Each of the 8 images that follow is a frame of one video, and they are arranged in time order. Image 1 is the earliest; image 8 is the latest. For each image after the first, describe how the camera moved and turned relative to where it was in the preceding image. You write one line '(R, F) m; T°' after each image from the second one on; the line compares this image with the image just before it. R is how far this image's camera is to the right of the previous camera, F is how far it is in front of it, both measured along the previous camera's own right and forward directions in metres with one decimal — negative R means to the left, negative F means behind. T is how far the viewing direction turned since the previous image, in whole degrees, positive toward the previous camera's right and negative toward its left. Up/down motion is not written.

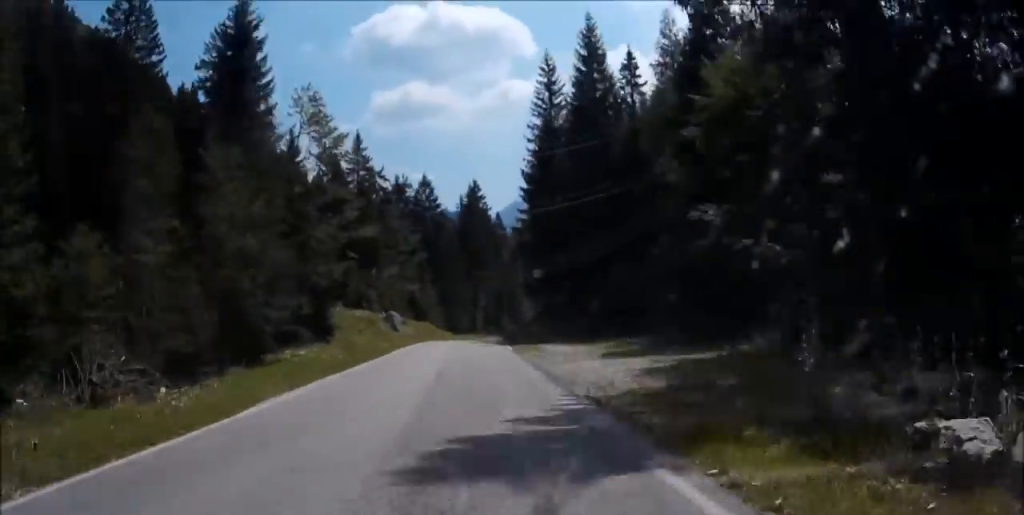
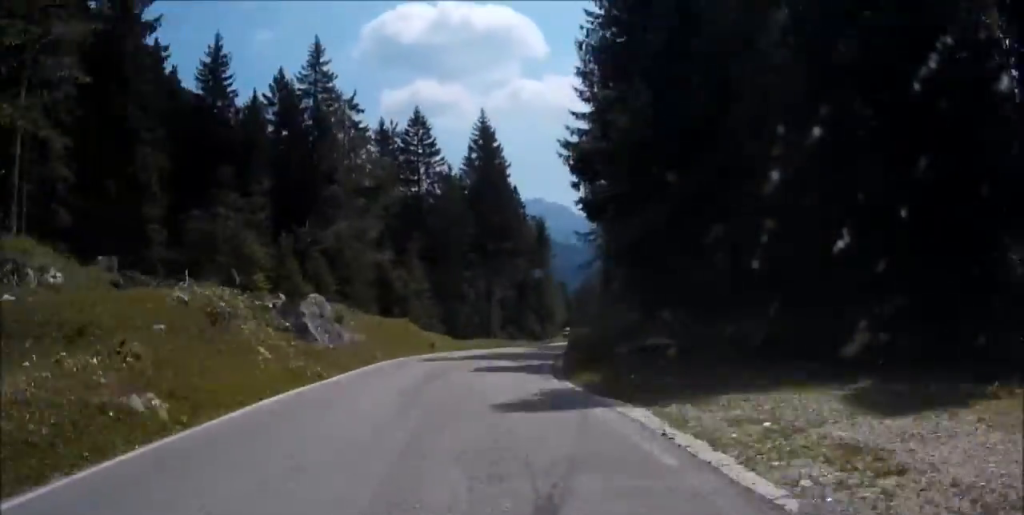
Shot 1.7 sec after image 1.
(0.0, +23.4) m; +2°
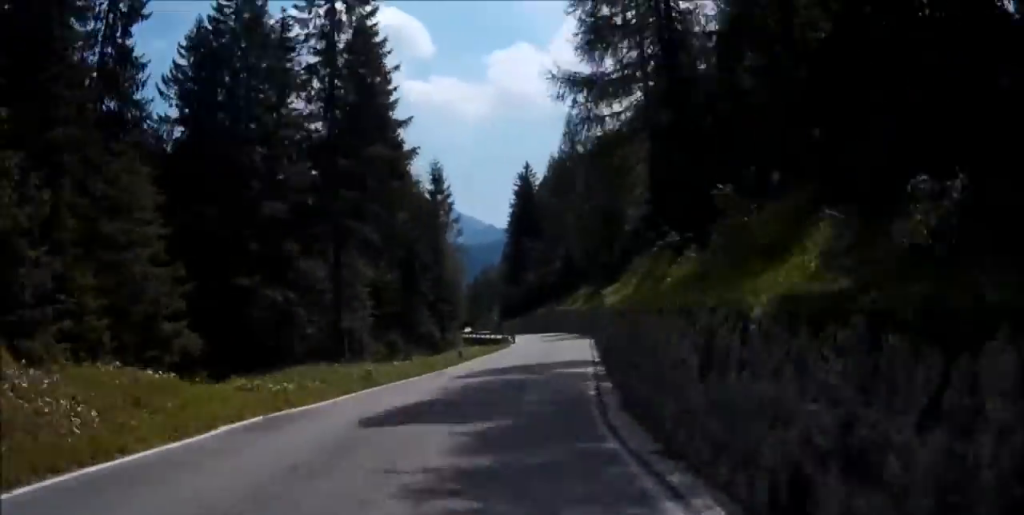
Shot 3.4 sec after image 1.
(+0.6, +23.8) m; +4°
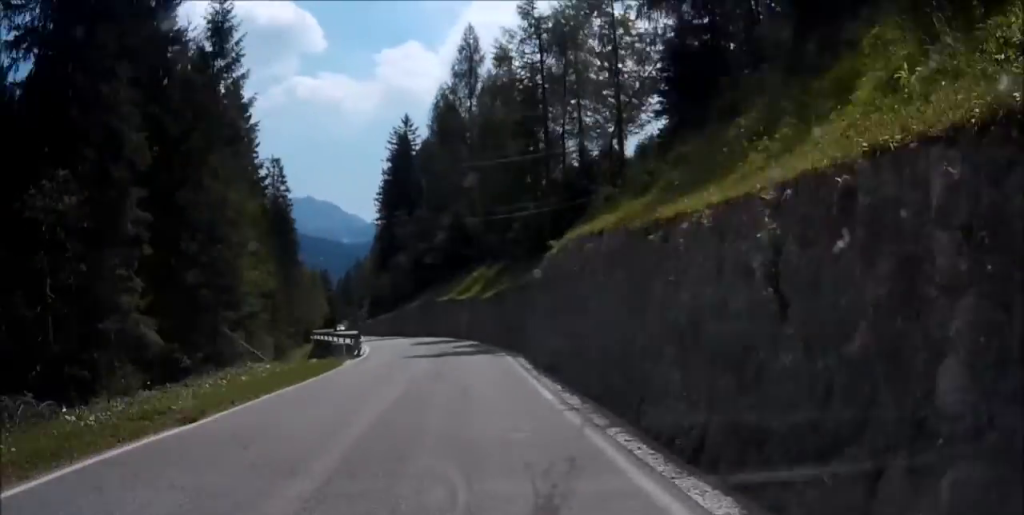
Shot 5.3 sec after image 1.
(+1.3, +25.3) m; +2°
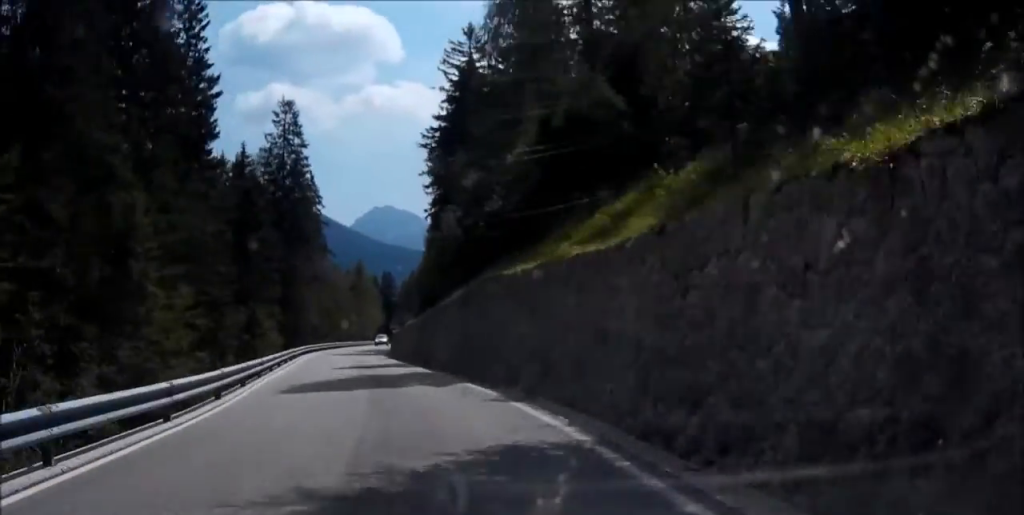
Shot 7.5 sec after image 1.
(-0.5, +28.9) m; -2°
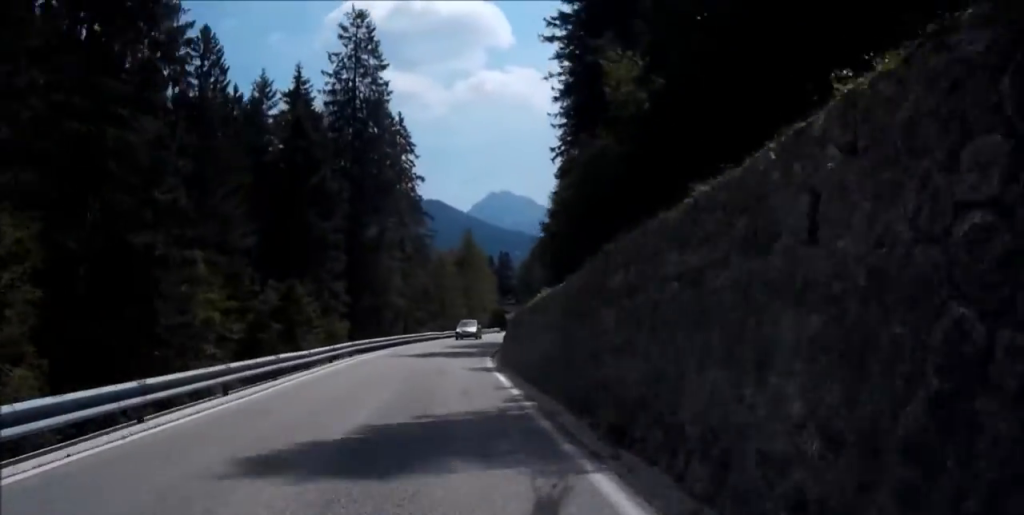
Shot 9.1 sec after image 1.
(-0.1, +21.3) m; -2°
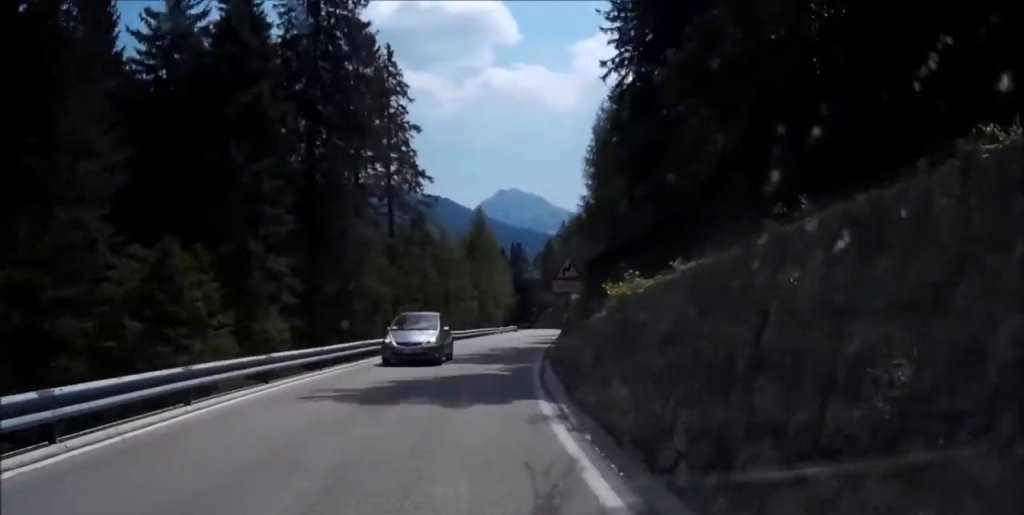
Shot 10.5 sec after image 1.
(-0.6, +17.6) m; -2°
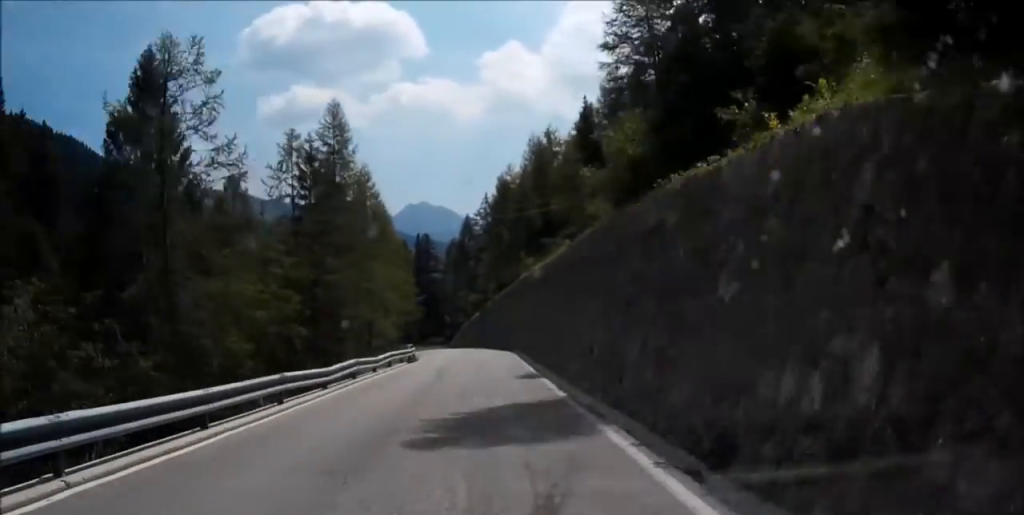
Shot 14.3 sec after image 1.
(+1.2, +48.8) m; +4°
